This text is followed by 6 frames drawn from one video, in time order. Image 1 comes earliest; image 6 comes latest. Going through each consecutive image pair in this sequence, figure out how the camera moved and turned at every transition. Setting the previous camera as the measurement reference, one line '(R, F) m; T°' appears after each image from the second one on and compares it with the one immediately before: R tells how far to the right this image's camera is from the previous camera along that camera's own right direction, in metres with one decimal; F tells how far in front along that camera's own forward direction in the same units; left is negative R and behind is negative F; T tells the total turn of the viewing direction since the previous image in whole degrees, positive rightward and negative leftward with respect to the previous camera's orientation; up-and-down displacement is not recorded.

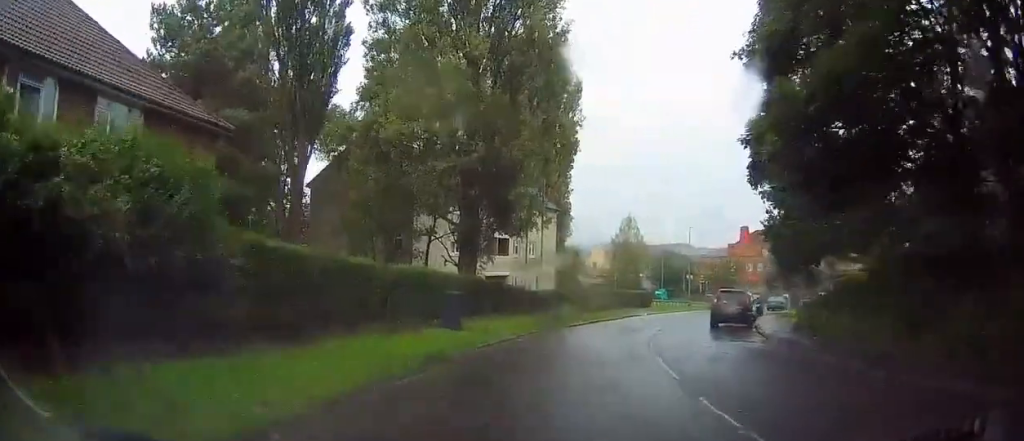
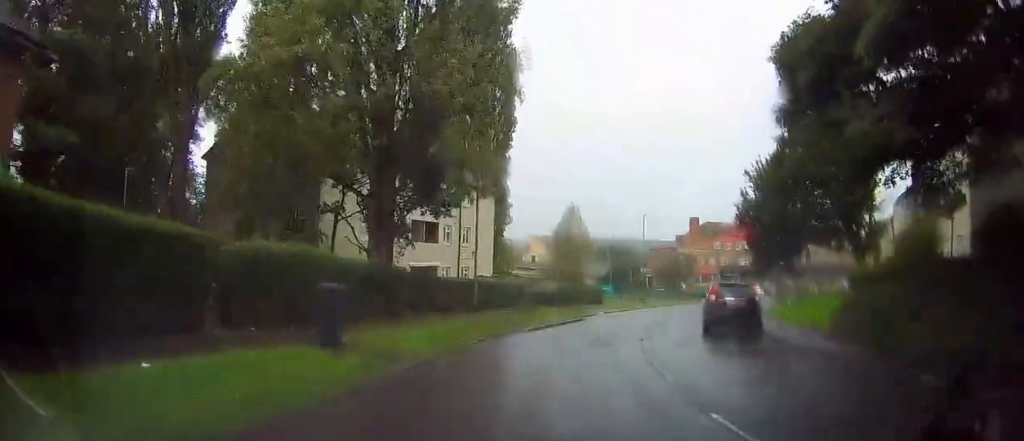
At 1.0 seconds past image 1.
(+0.8, +7.0) m; +7°
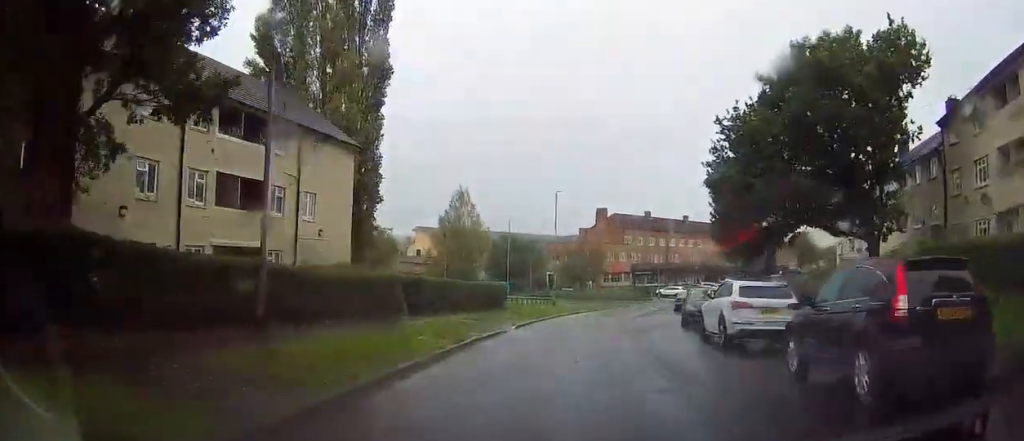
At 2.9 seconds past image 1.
(+0.2, +14.3) m; +6°
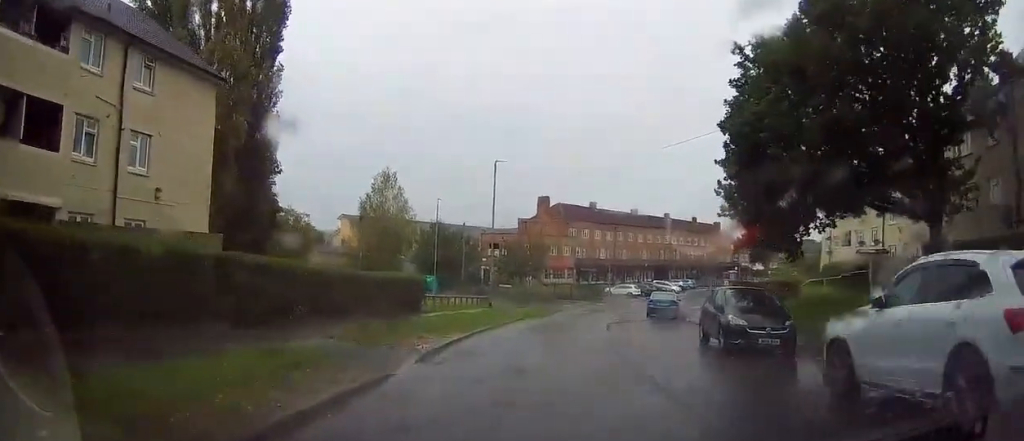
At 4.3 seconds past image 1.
(+1.1, +10.5) m; +7°
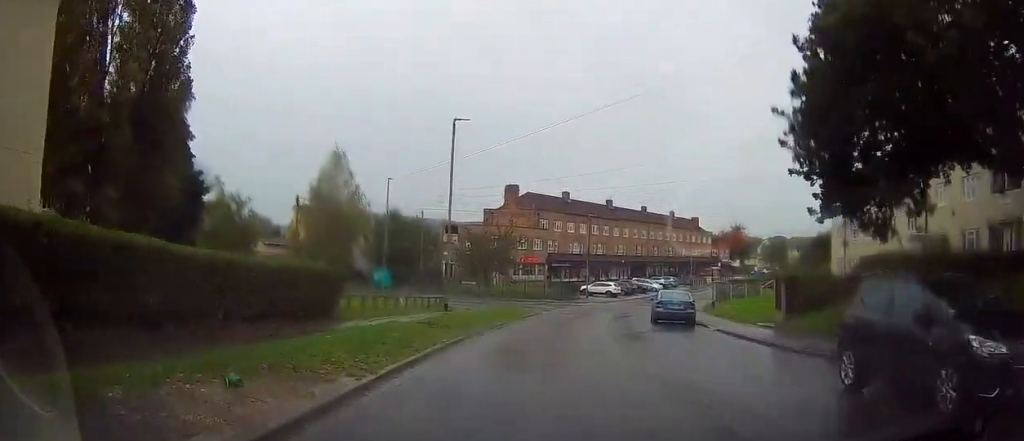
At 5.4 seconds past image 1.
(-0.1, +9.0) m; 0°
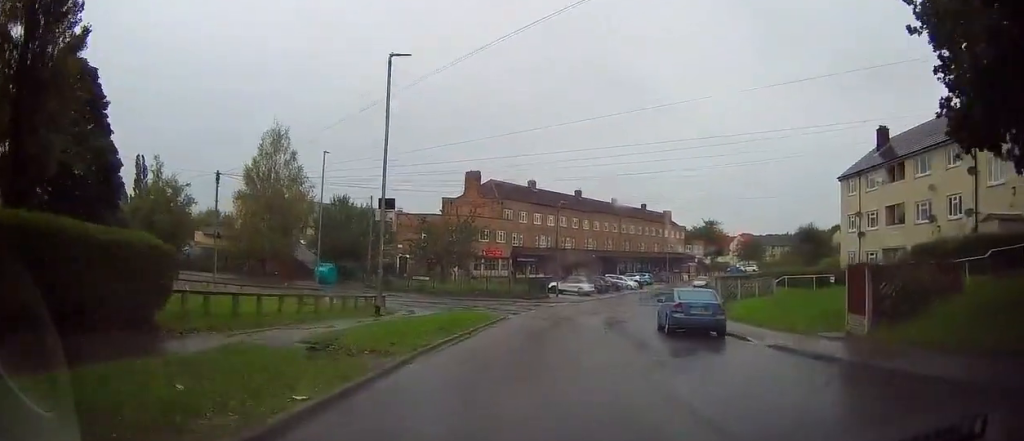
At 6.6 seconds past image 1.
(+0.3, +8.4) m; +4°
